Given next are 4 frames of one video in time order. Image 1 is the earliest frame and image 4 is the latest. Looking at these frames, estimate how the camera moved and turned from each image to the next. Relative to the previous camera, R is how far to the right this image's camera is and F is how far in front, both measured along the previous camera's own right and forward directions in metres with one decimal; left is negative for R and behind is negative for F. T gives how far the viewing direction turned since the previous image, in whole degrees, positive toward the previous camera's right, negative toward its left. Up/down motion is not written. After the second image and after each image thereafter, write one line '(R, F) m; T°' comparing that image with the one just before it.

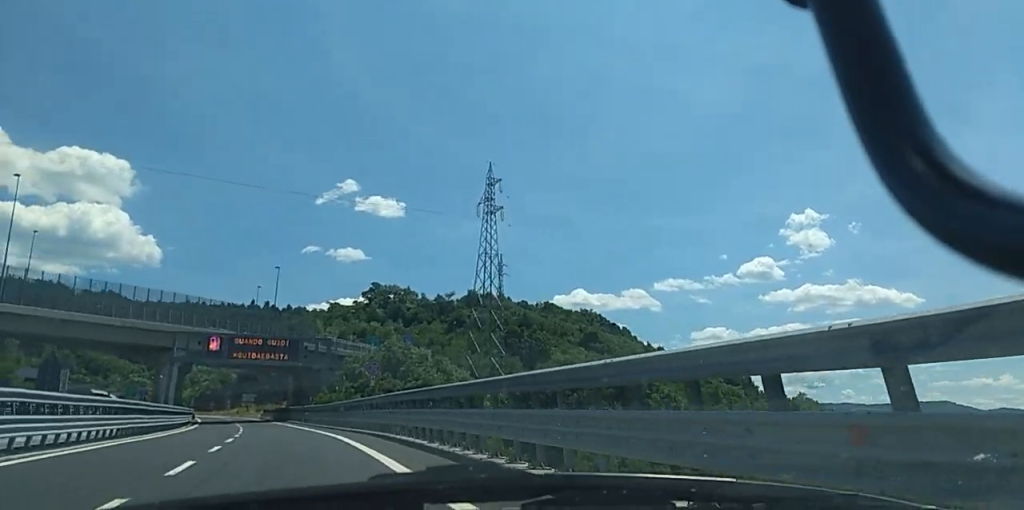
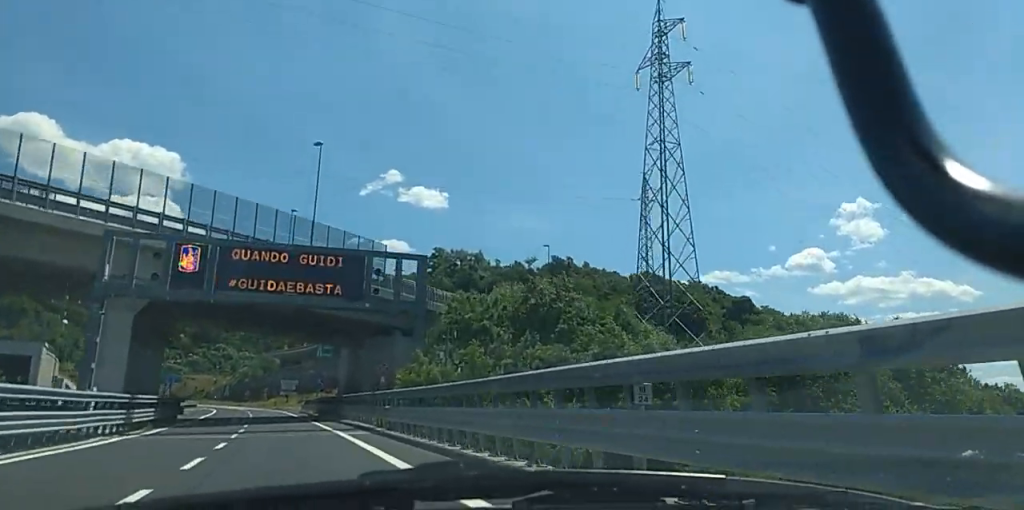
(-2.7, +44.5) m; -4°
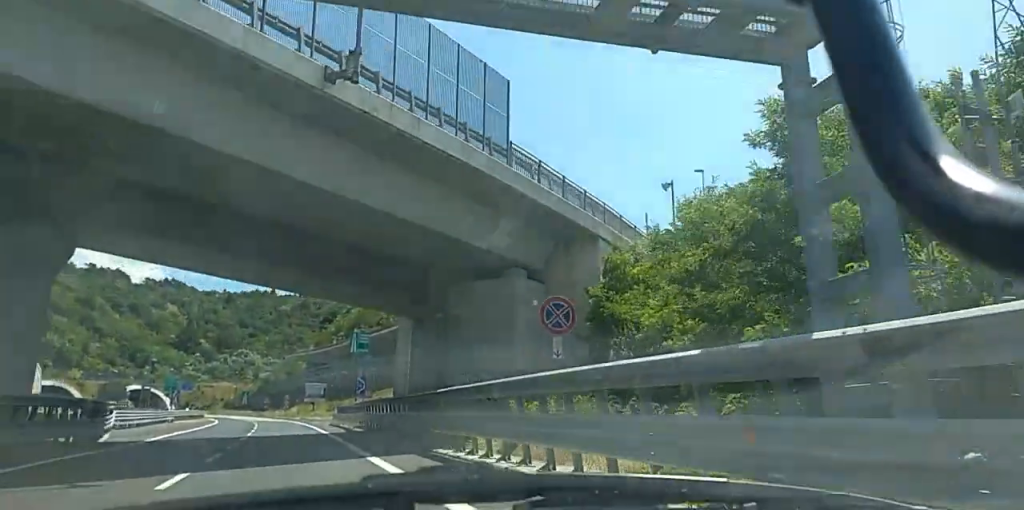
(-0.7, +32.7) m; -1°
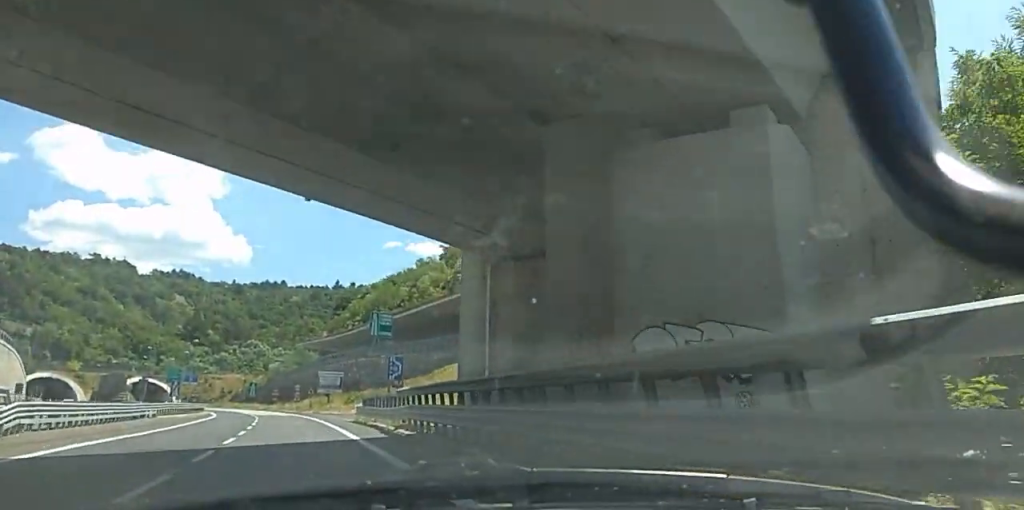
(0.0, +17.7) m; -3°
